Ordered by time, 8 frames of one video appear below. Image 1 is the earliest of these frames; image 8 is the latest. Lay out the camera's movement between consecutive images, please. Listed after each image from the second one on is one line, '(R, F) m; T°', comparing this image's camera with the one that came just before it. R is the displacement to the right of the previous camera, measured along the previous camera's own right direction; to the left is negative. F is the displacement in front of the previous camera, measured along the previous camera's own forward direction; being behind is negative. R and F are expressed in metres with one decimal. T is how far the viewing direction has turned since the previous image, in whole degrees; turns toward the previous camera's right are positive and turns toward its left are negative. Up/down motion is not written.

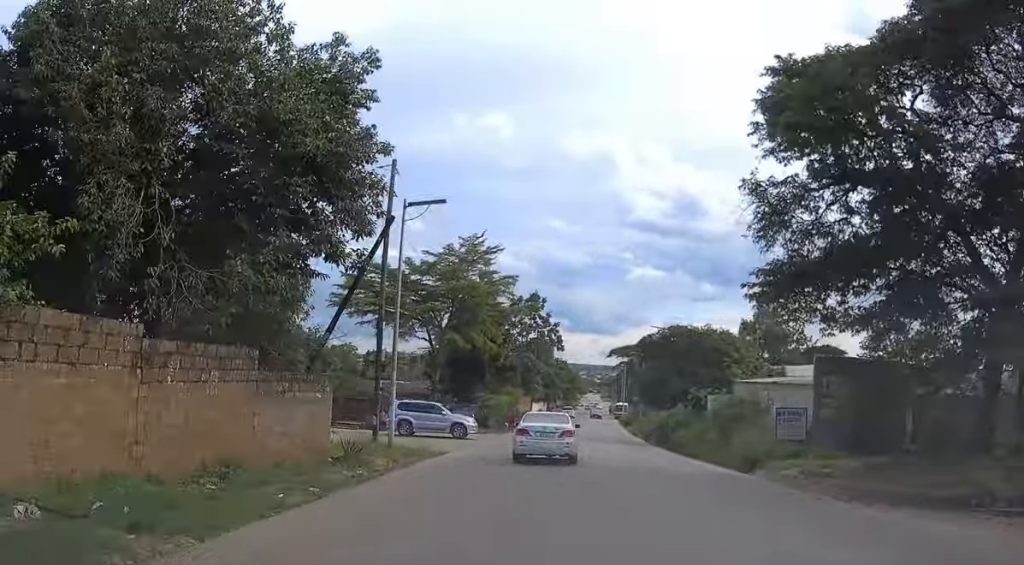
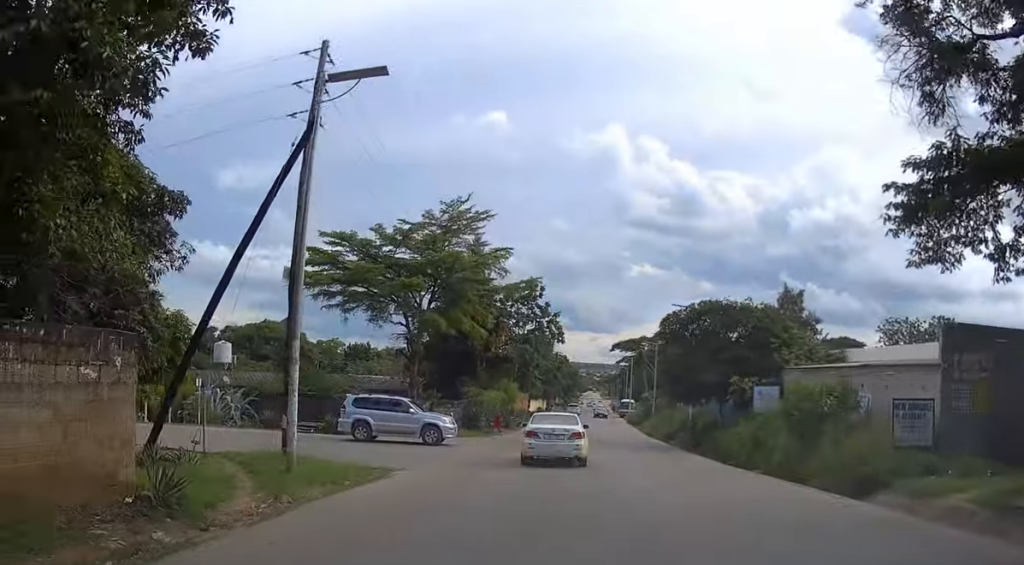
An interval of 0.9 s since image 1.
(0.0, +8.9) m; 0°
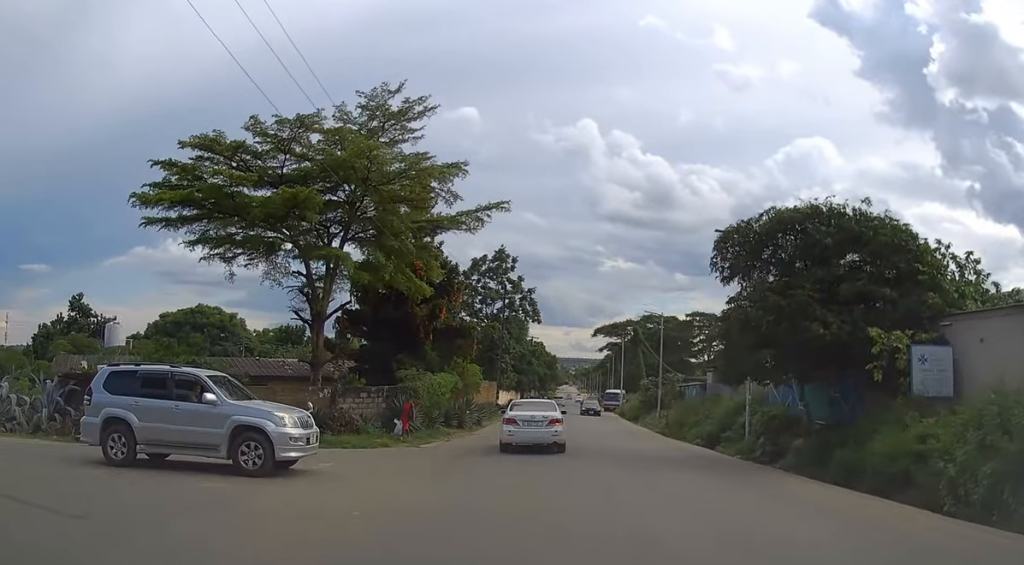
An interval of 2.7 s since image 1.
(0.0, +16.0) m; -1°
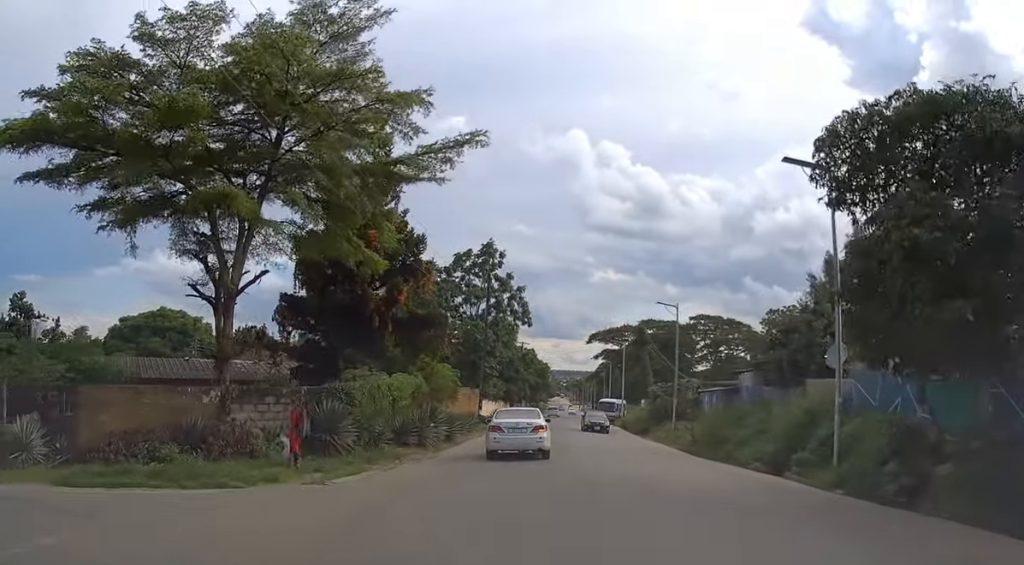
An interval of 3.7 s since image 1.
(-0.1, +9.0) m; +2°
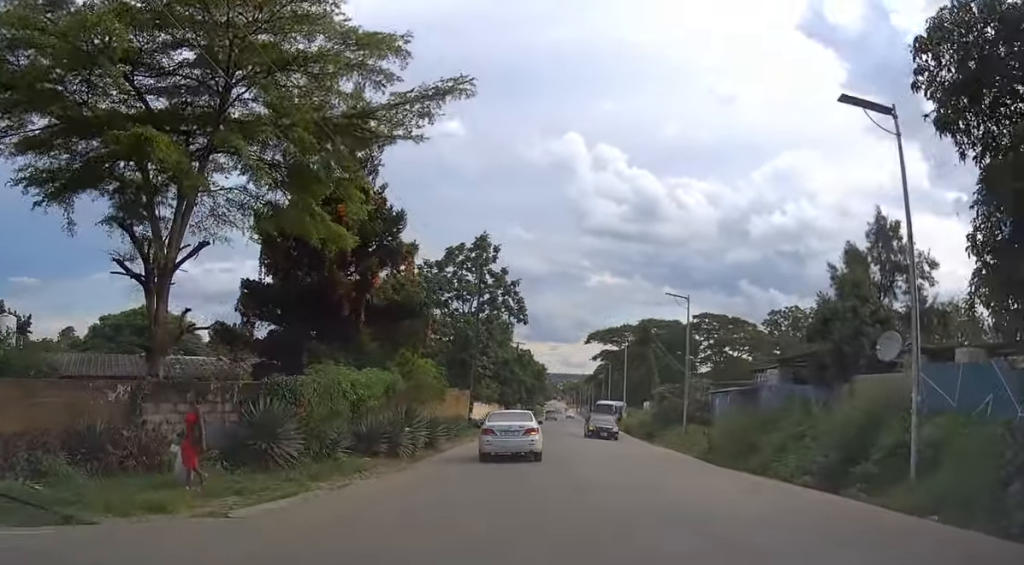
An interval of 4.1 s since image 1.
(+0.2, +4.1) m; 0°
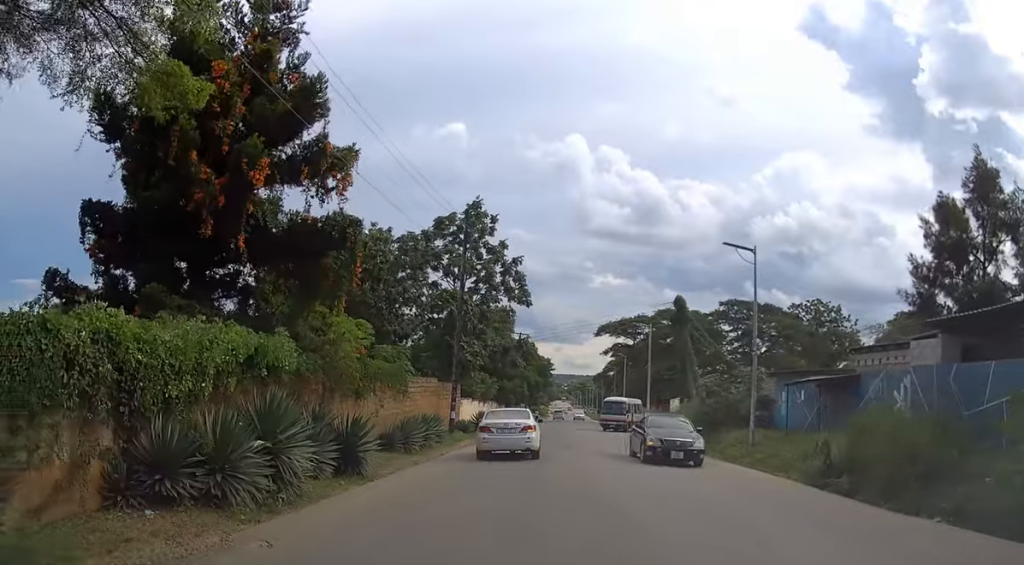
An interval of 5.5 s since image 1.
(-0.1, +11.4) m; -1°
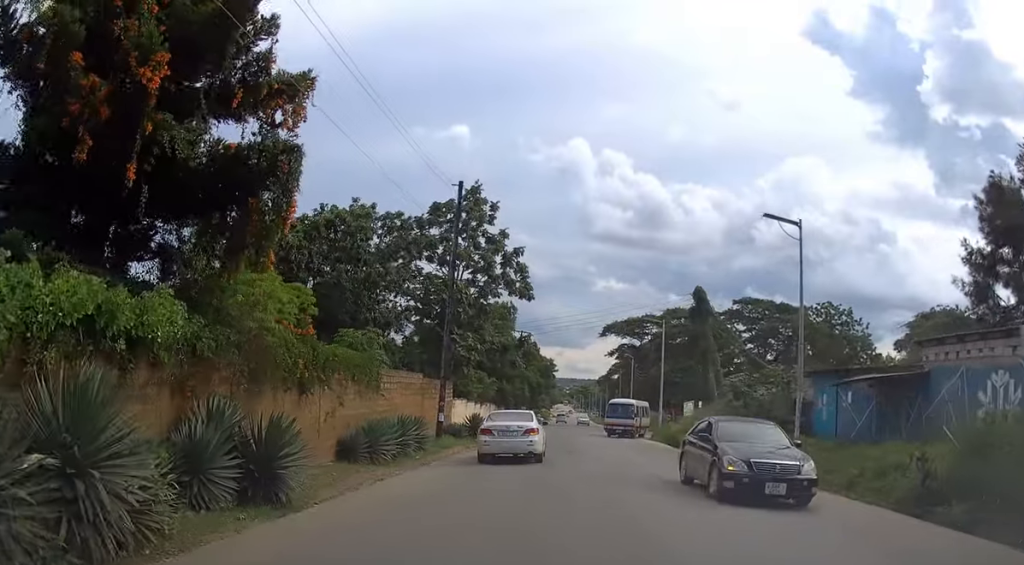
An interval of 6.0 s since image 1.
(0.0, +4.7) m; 0°
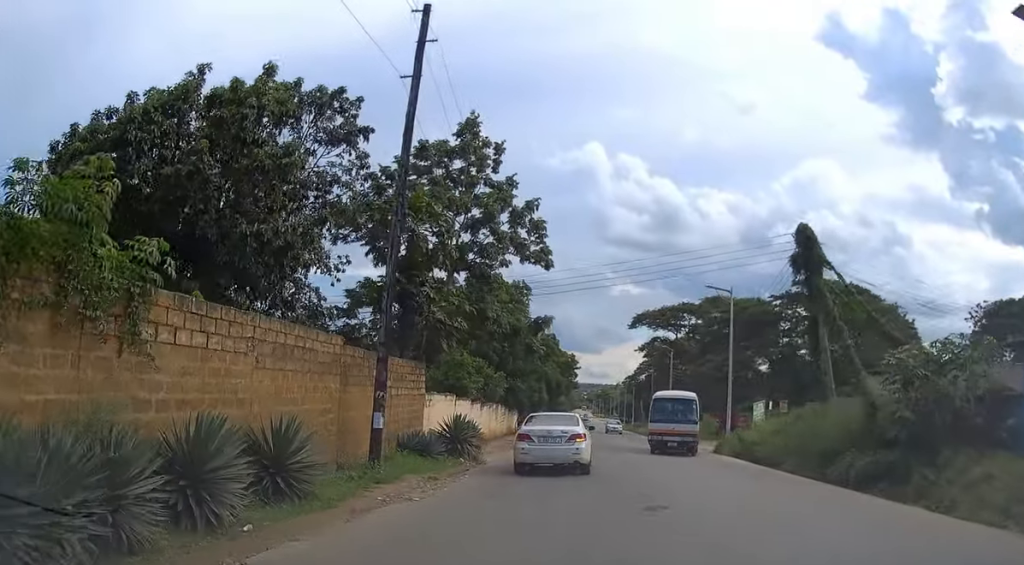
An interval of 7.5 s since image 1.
(+0.2, +13.2) m; -1°
